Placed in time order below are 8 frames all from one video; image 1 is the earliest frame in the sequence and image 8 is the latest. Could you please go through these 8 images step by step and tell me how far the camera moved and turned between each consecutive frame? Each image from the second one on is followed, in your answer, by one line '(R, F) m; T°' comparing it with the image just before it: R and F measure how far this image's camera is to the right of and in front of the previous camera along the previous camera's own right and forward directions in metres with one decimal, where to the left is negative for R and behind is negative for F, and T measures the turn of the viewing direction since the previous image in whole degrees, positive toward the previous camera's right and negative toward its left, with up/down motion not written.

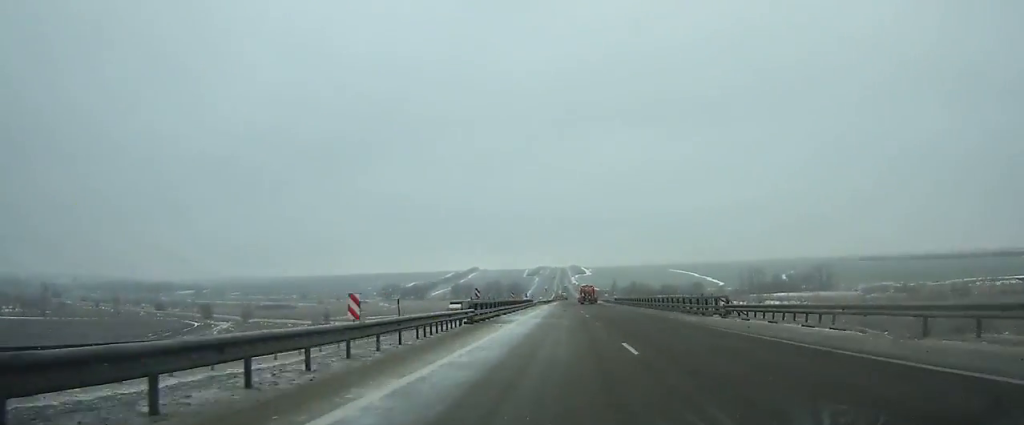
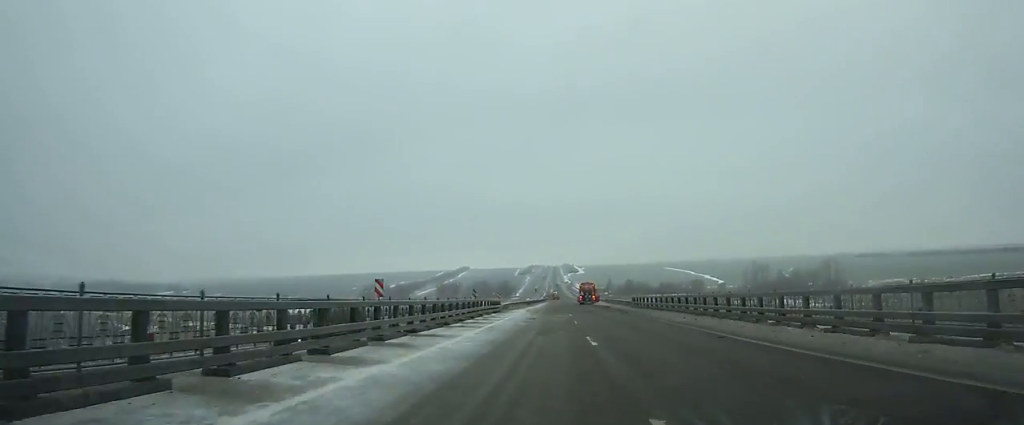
(+0.2, +32.3) m; 0°
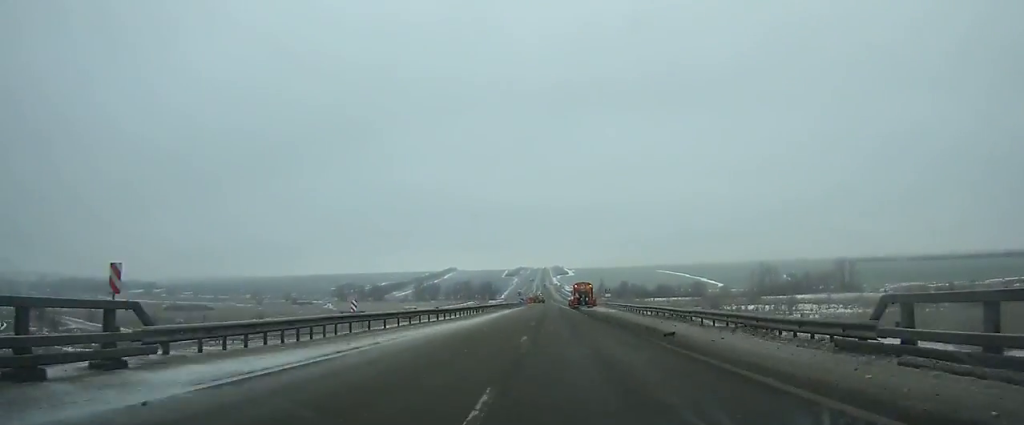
(0.0, +42.2) m; 0°
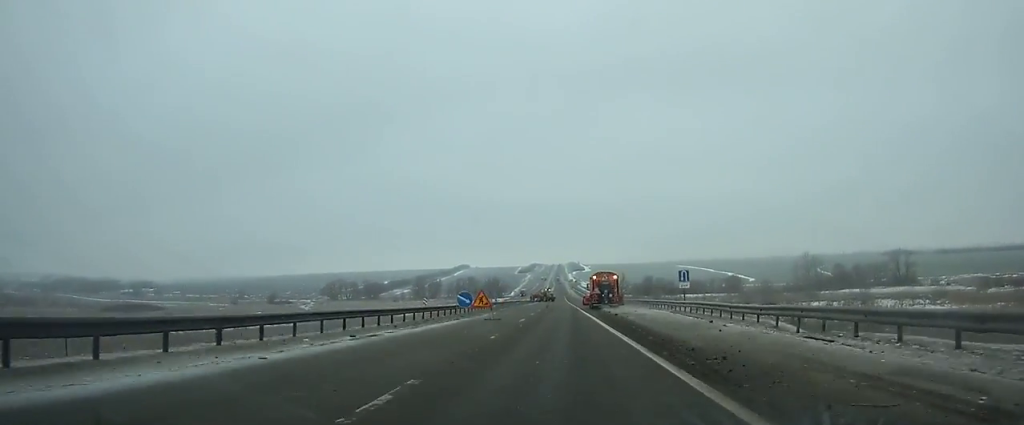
(-0.2, +54.6) m; 0°
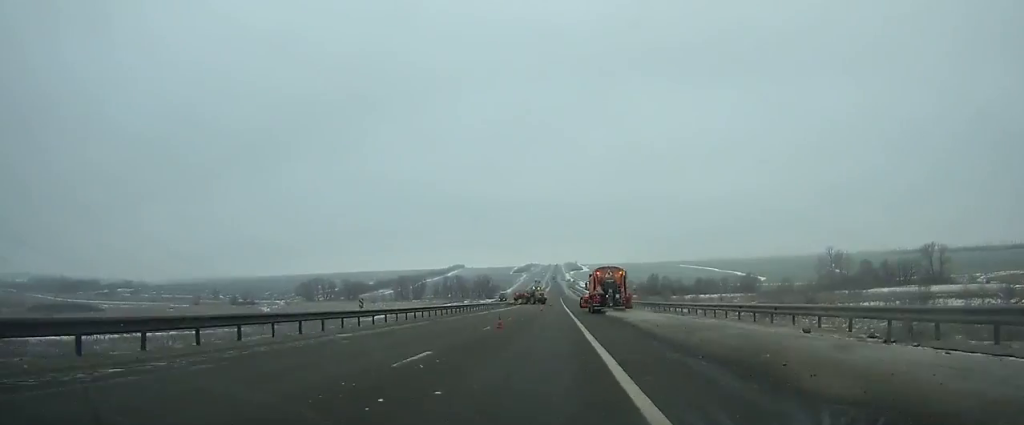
(-0.1, +42.8) m; 0°
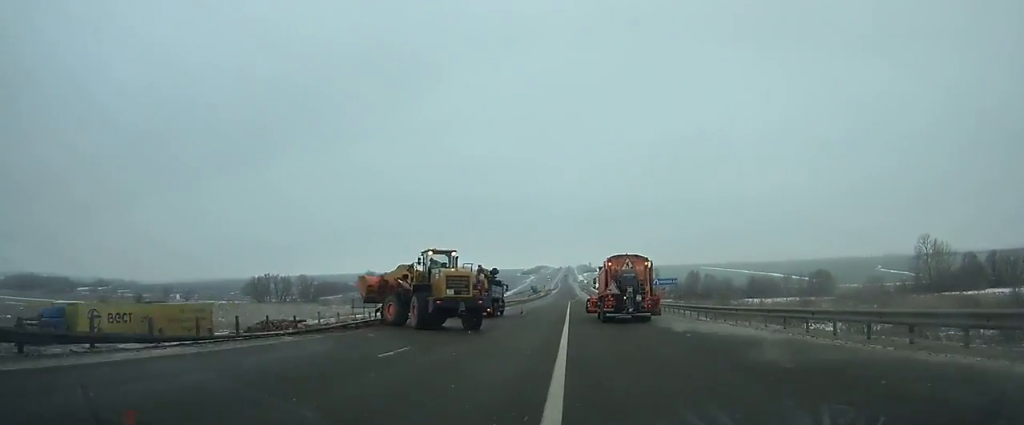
(-1.8, +102.1) m; -2°
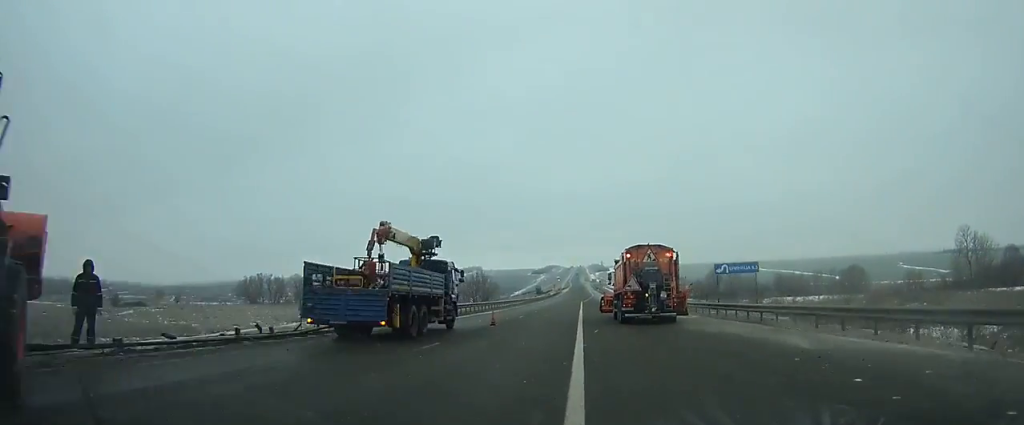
(-0.2, +24.8) m; 0°
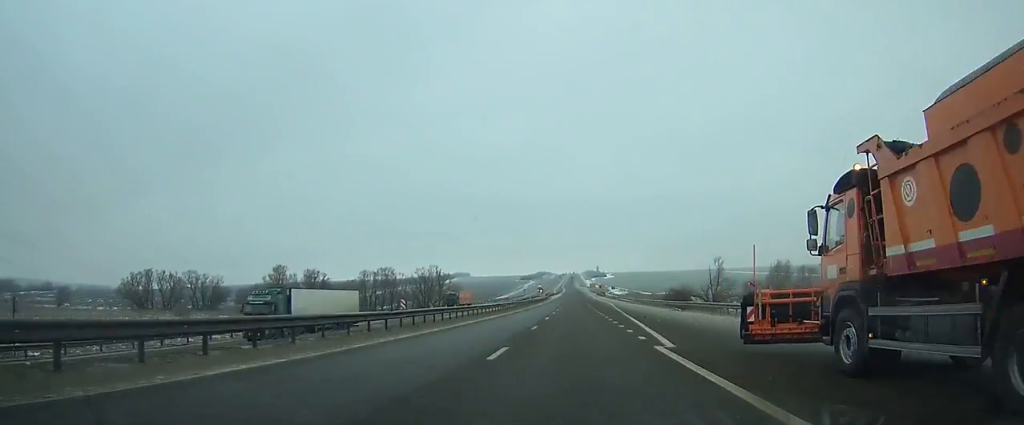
(+0.6, +97.7) m; +1°
